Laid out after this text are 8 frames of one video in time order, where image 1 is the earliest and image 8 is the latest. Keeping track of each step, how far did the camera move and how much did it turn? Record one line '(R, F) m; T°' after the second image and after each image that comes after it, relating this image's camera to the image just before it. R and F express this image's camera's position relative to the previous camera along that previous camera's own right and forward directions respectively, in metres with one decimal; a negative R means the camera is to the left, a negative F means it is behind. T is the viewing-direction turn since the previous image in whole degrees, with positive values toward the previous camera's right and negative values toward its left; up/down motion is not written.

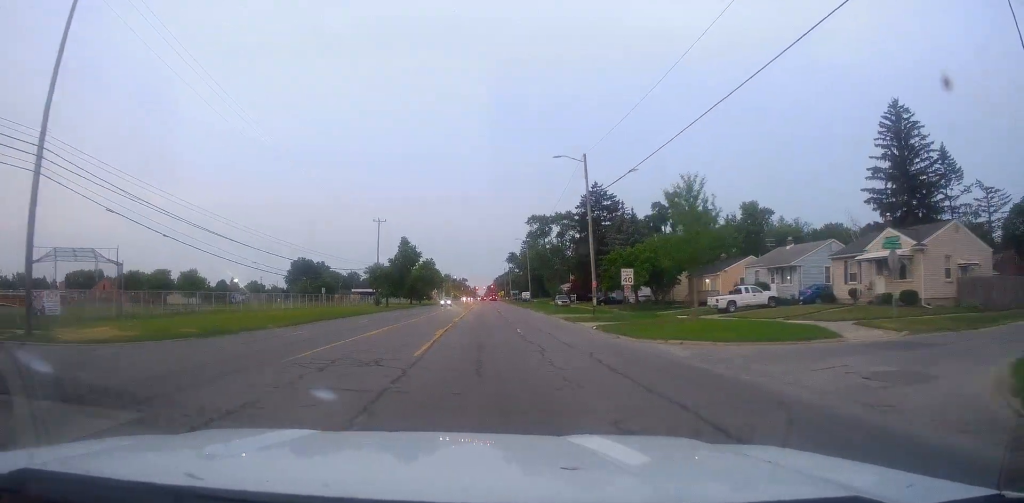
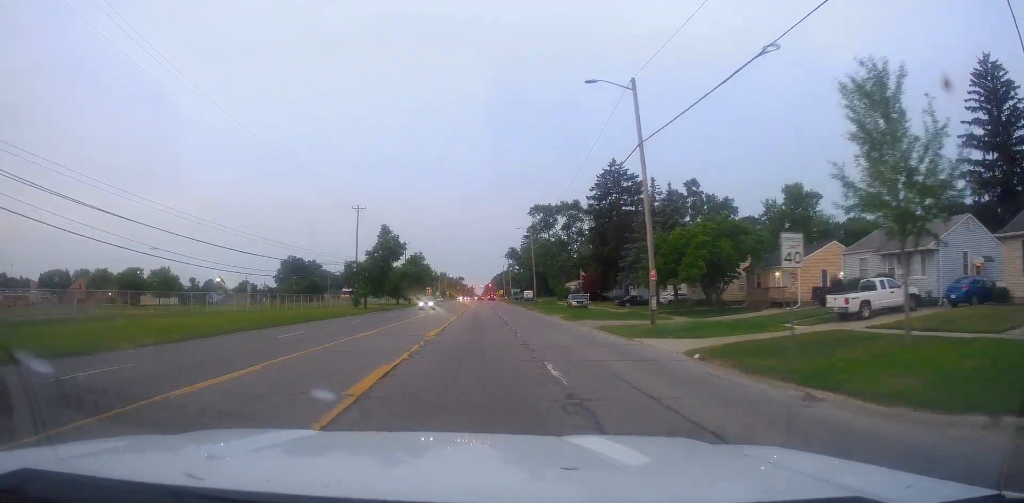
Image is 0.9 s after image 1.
(+0.7, +16.4) m; +2°
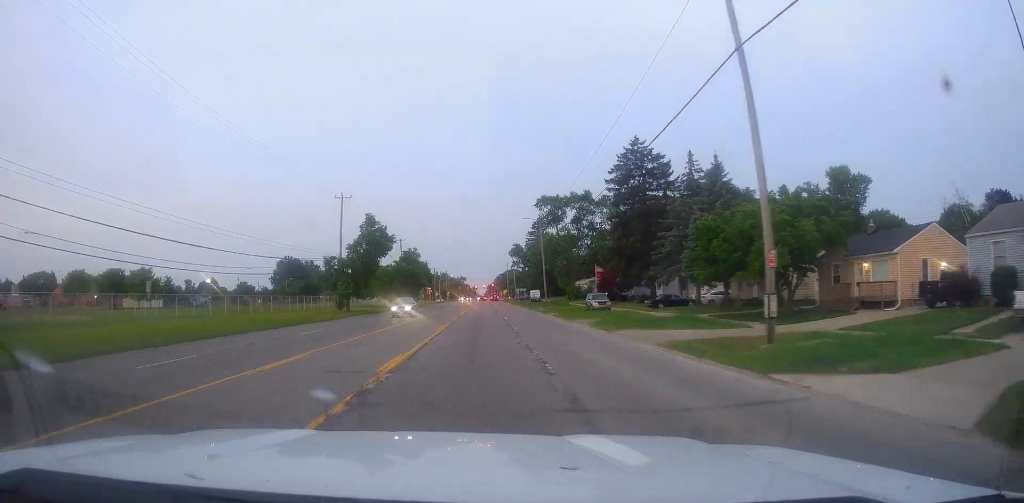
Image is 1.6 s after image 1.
(+0.1, +12.0) m; 0°
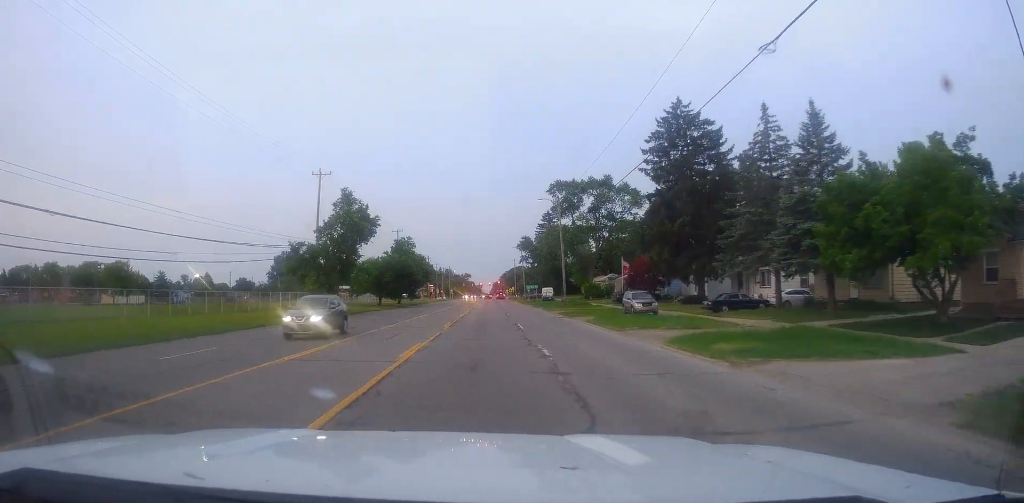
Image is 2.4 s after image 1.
(0.0, +14.3) m; 0°
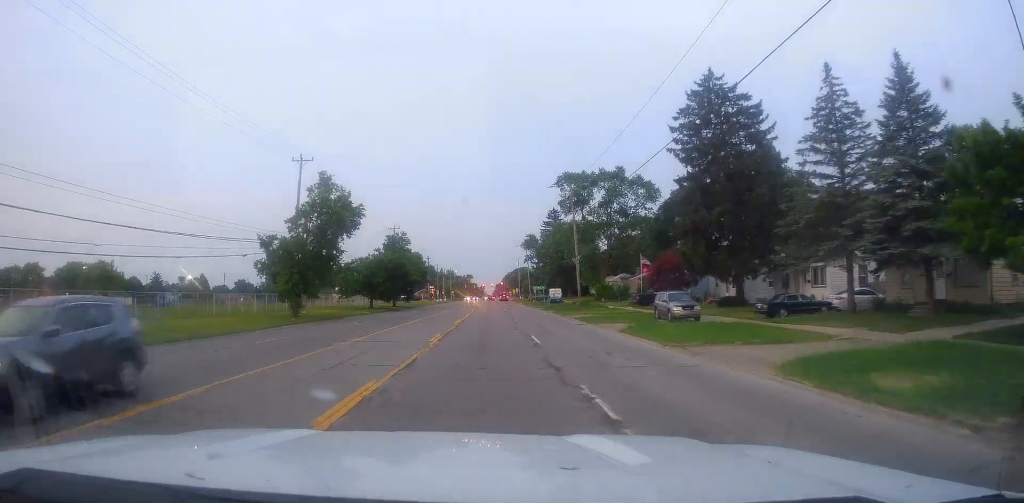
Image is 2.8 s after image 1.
(+0.1, +8.3) m; -1°
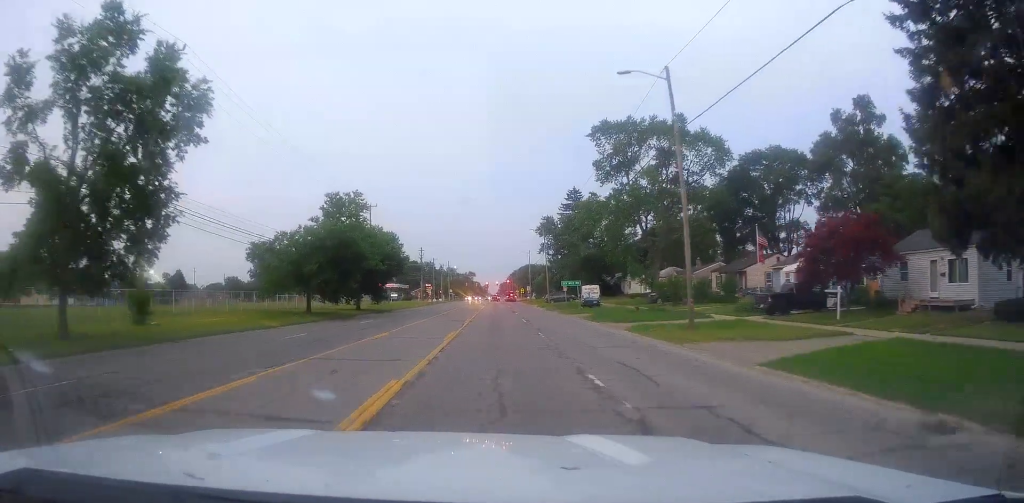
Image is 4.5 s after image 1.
(-0.3, +29.5) m; -1°
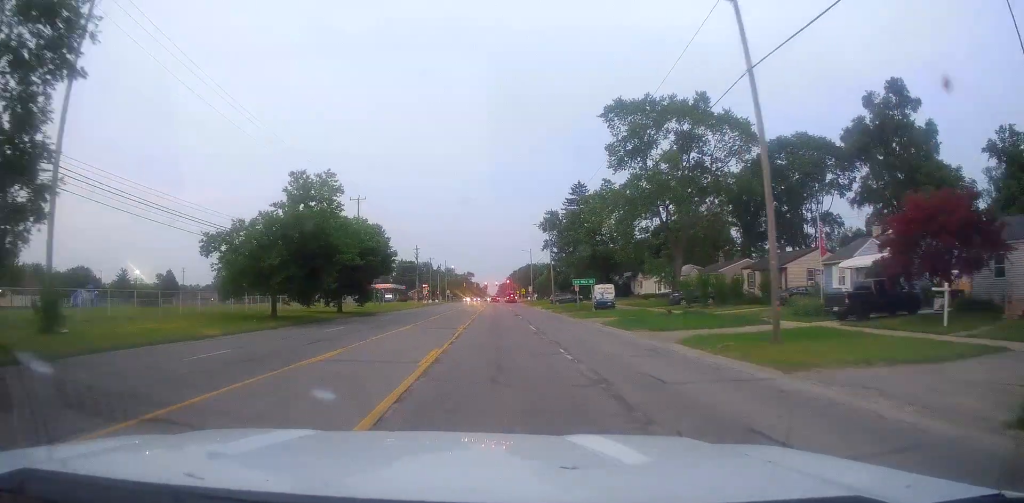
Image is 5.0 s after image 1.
(+0.3, +8.2) m; -1°
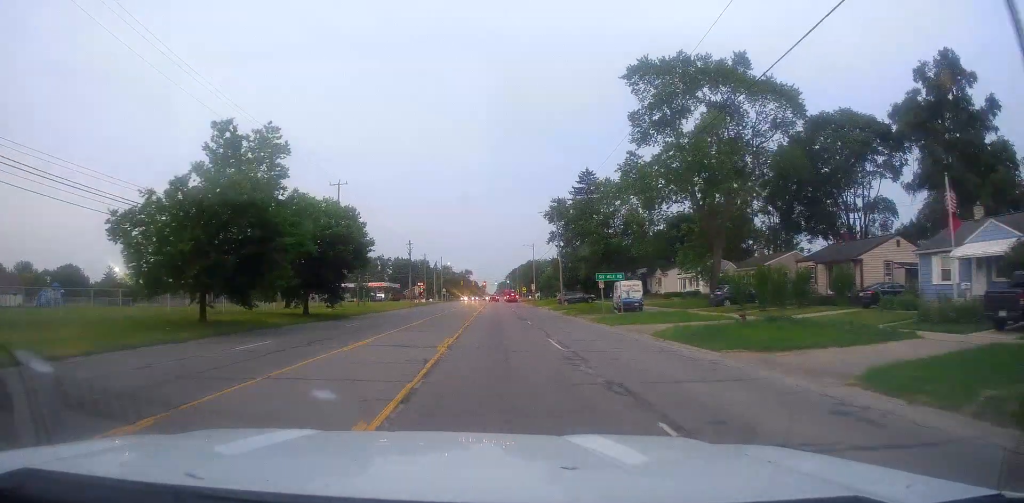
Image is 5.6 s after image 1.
(-0.5, +11.1) m; 0°
